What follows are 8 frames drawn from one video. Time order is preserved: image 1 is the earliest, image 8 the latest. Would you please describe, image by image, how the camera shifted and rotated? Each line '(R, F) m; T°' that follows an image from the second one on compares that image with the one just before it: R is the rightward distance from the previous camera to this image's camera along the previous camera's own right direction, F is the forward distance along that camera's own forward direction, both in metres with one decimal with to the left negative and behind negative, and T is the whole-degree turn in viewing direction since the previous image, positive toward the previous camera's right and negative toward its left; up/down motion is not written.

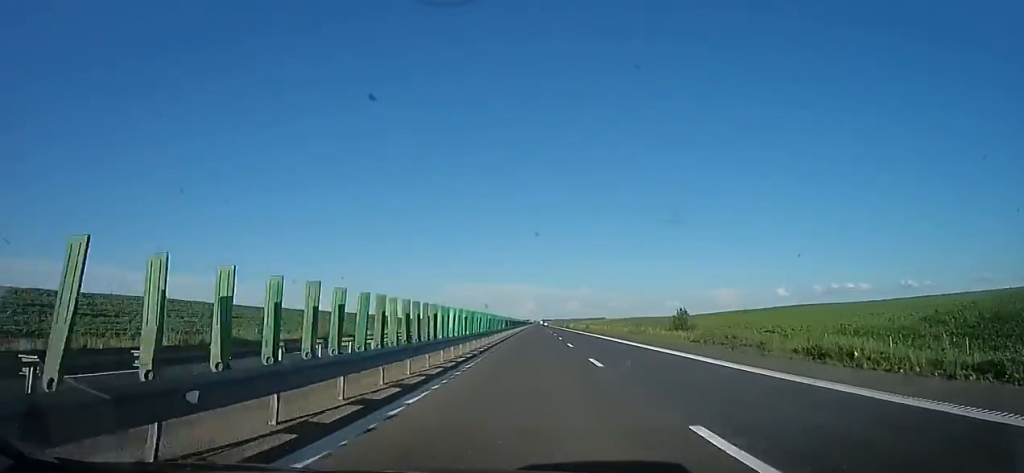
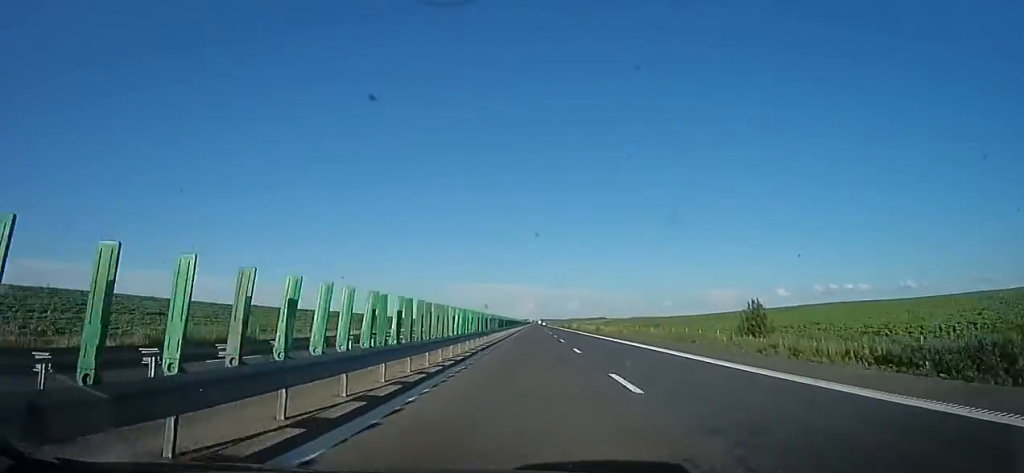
(-0.4, +17.7) m; 0°
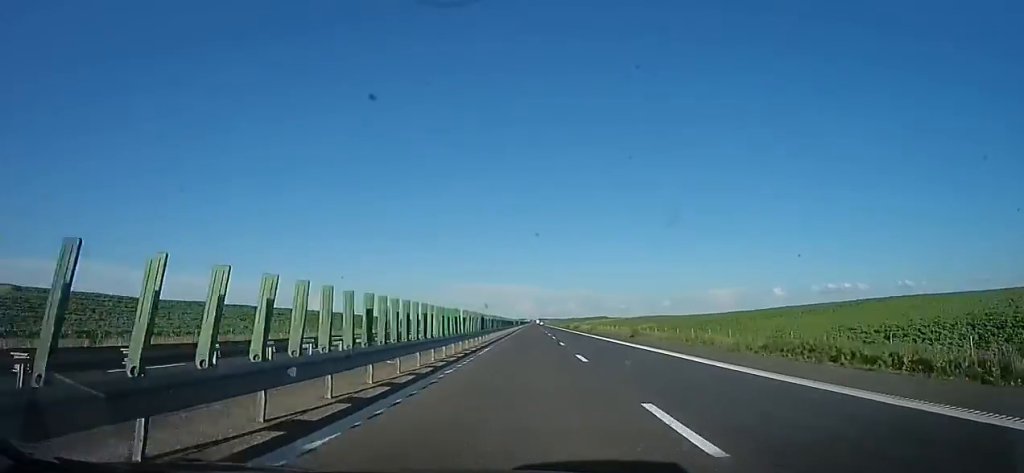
(+0.9, +28.3) m; +2°
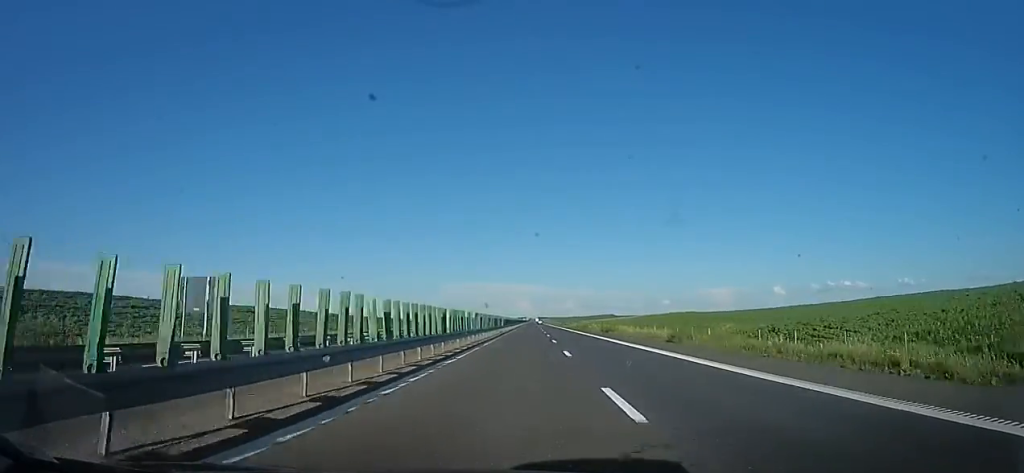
(+0.2, +43.5) m; -2°
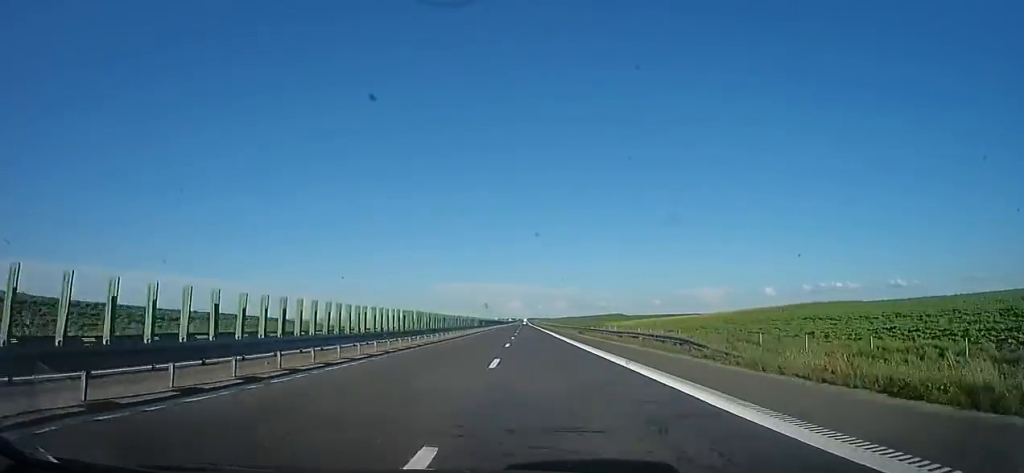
(+1.1, +100.0) m; +2°
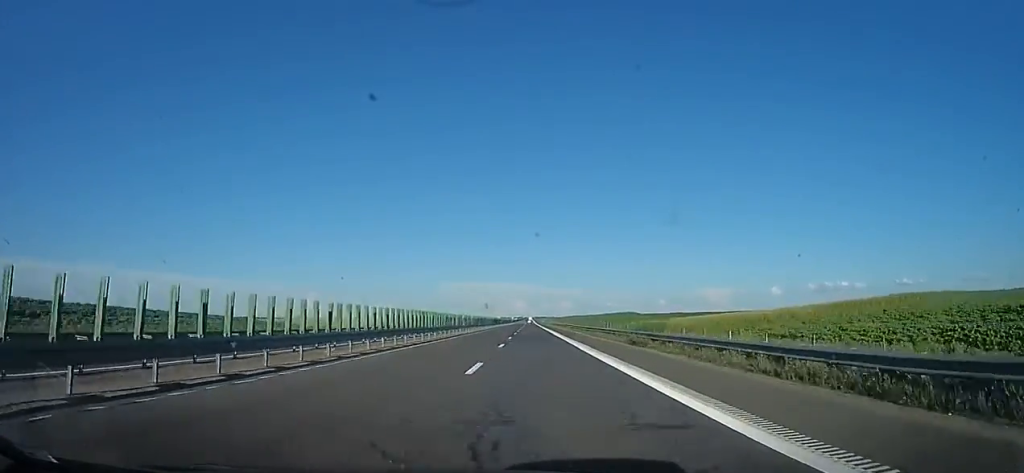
(+0.1, +25.8) m; 0°
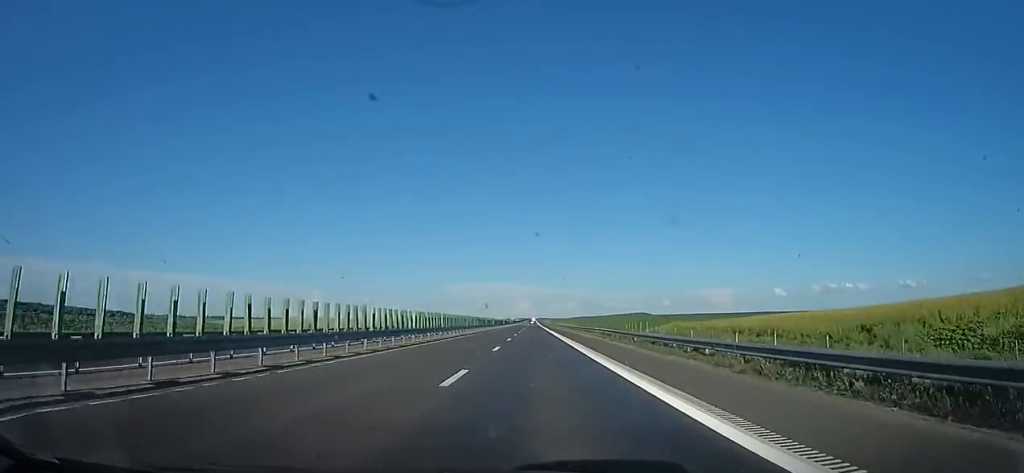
(+0.1, +25.8) m; 0°
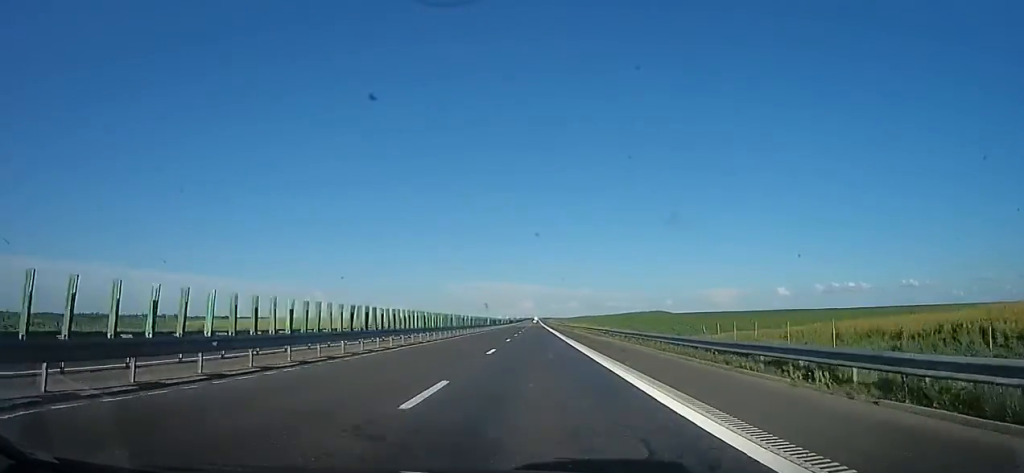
(-0.5, +38.2) m; -2°
